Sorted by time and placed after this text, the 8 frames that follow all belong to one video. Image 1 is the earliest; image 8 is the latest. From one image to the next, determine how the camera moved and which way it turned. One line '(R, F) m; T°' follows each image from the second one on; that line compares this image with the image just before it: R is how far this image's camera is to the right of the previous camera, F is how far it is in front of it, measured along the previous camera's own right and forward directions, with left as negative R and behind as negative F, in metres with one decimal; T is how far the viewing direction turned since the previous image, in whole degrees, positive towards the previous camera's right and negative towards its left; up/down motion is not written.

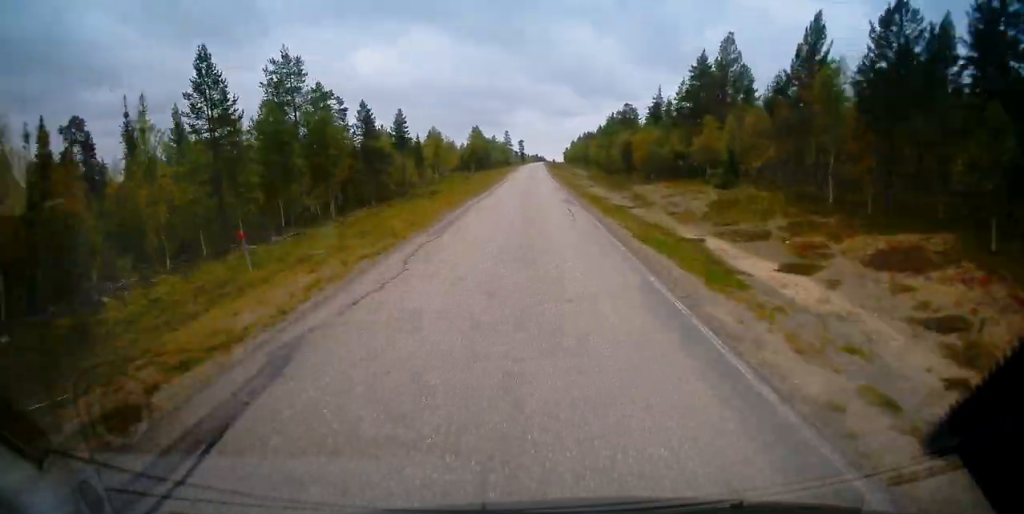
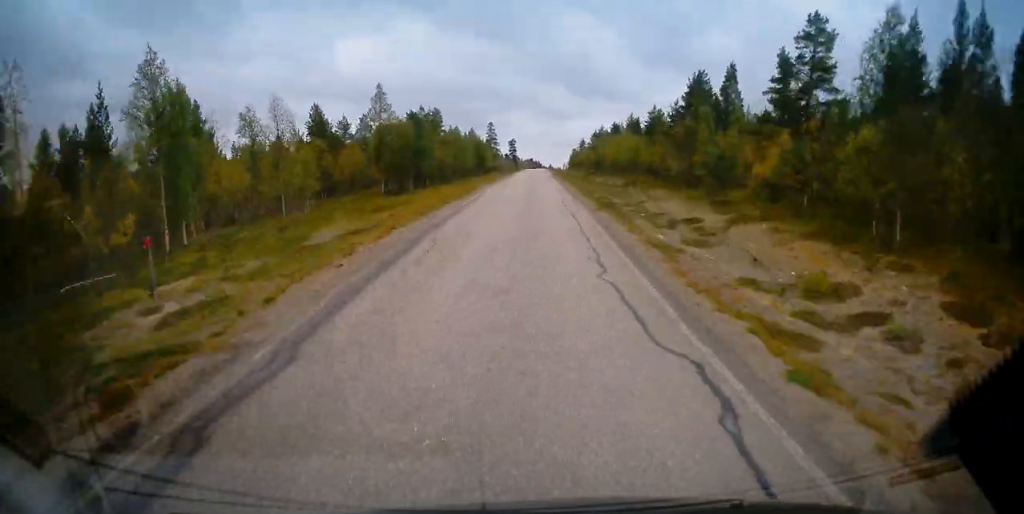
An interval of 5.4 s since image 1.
(+0.2, +84.3) m; +1°
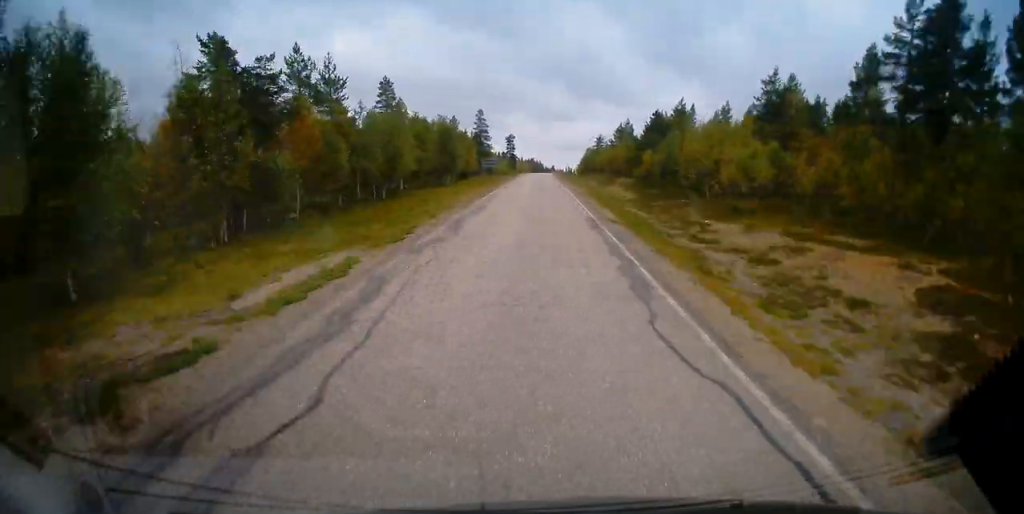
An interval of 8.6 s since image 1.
(0.0, +49.4) m; +1°
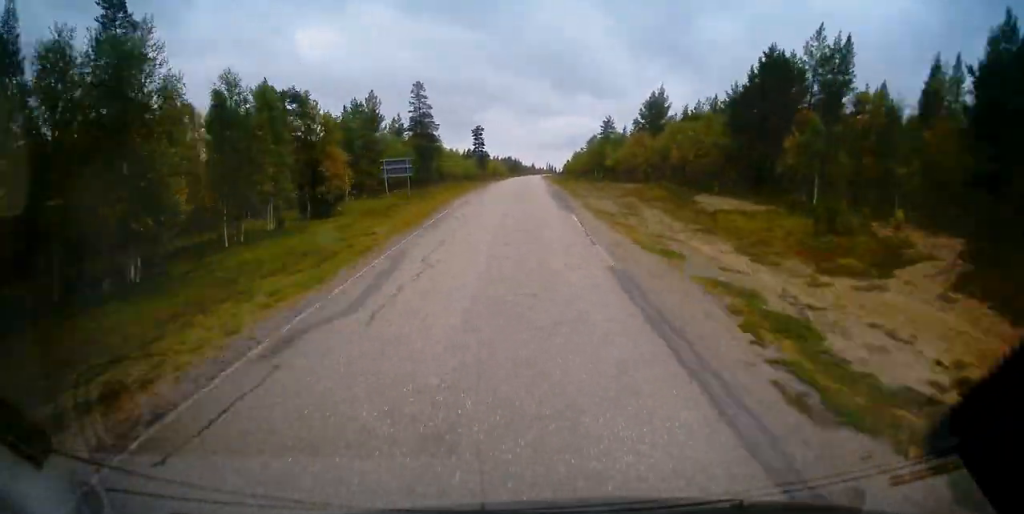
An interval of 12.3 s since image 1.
(+0.6, +58.8) m; +1°
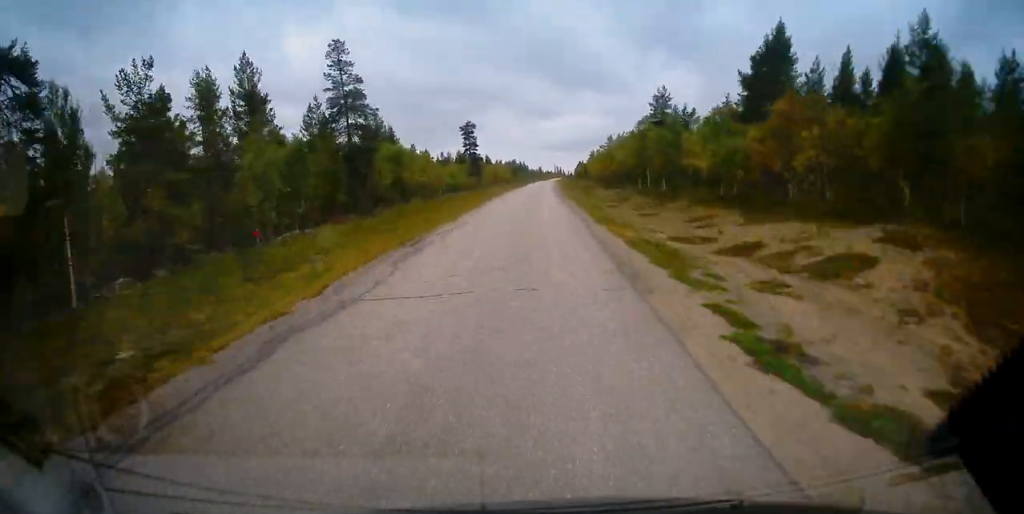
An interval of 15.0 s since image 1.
(+0.2, +42.6) m; 0°
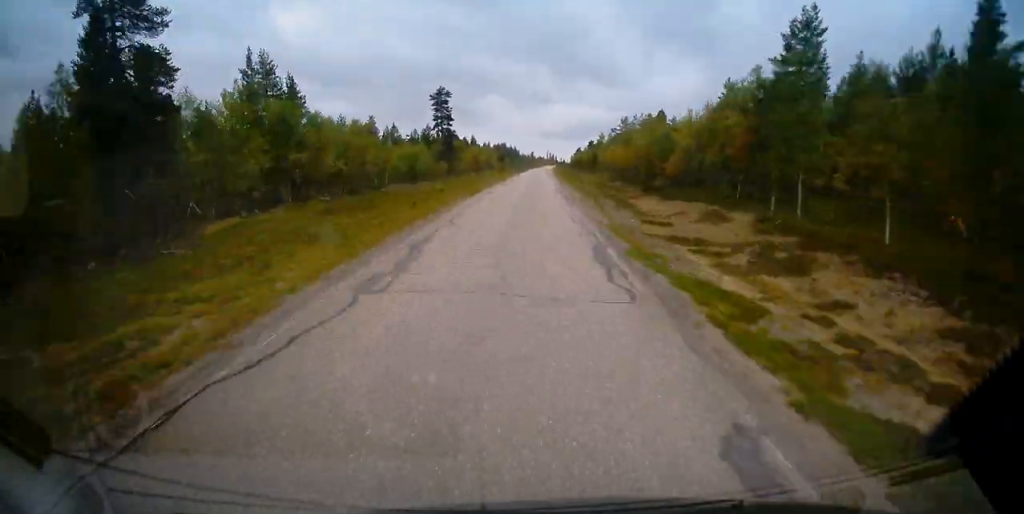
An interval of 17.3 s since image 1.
(-0.1, +35.5) m; 0°
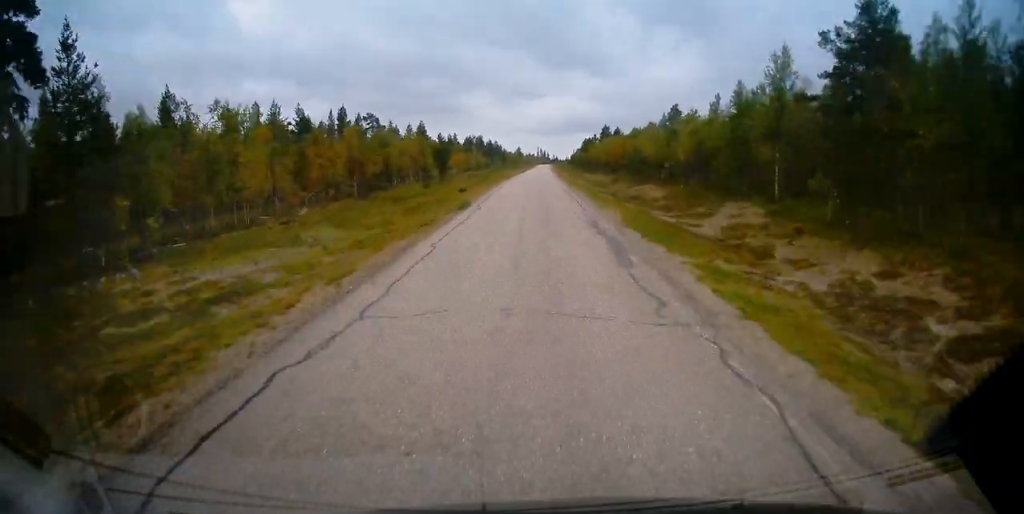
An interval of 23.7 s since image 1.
(+1.5, +100.8) m; +2°
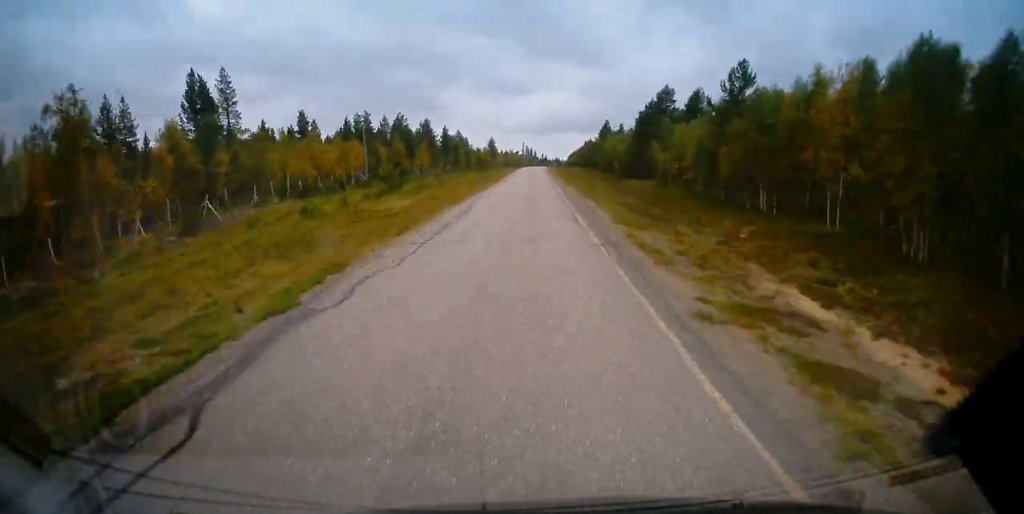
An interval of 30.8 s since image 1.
(+1.3, +110.0) m; +1°
